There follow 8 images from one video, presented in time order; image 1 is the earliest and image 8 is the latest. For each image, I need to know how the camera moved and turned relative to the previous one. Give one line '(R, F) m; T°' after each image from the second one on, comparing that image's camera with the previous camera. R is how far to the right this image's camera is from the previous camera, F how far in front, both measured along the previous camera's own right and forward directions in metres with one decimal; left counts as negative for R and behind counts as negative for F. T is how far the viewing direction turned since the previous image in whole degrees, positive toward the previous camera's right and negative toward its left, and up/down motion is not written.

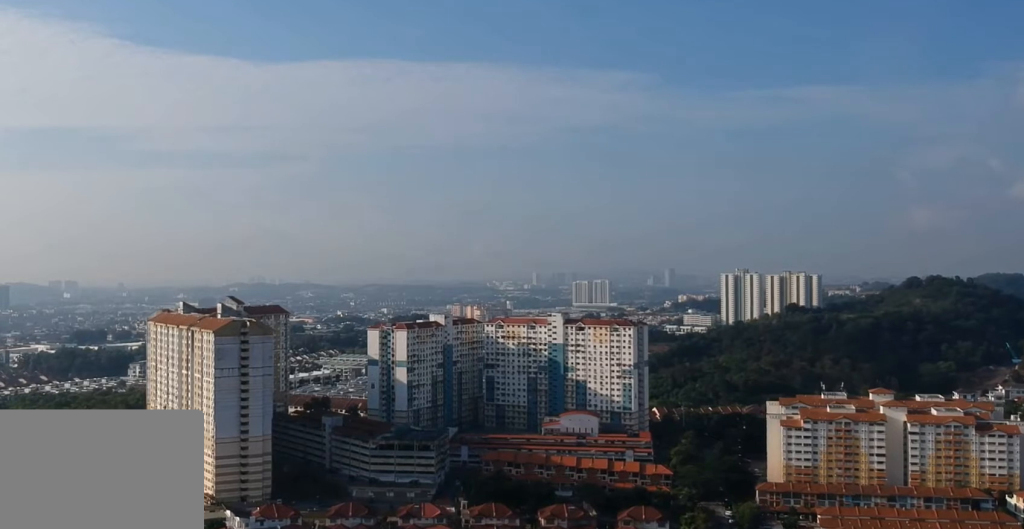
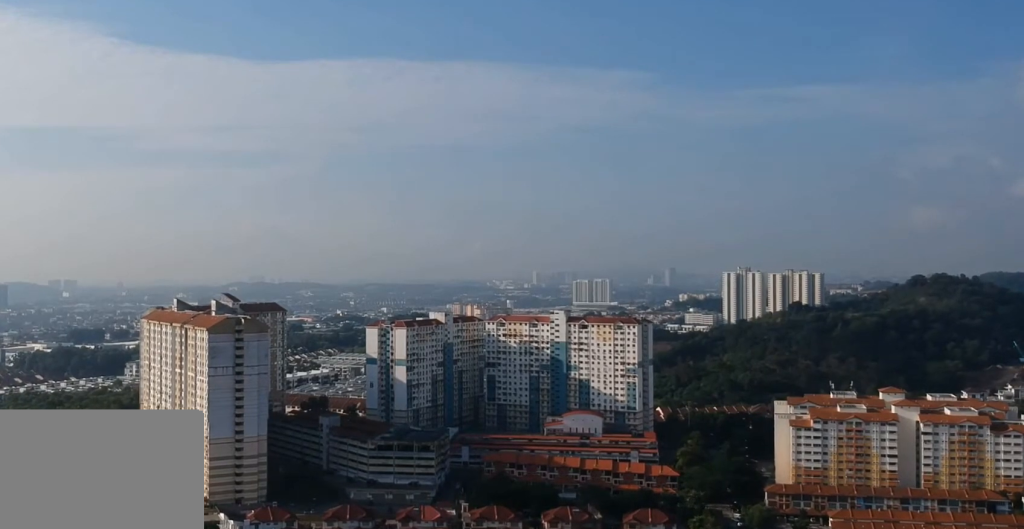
(0.0, +11.0) m; 0°
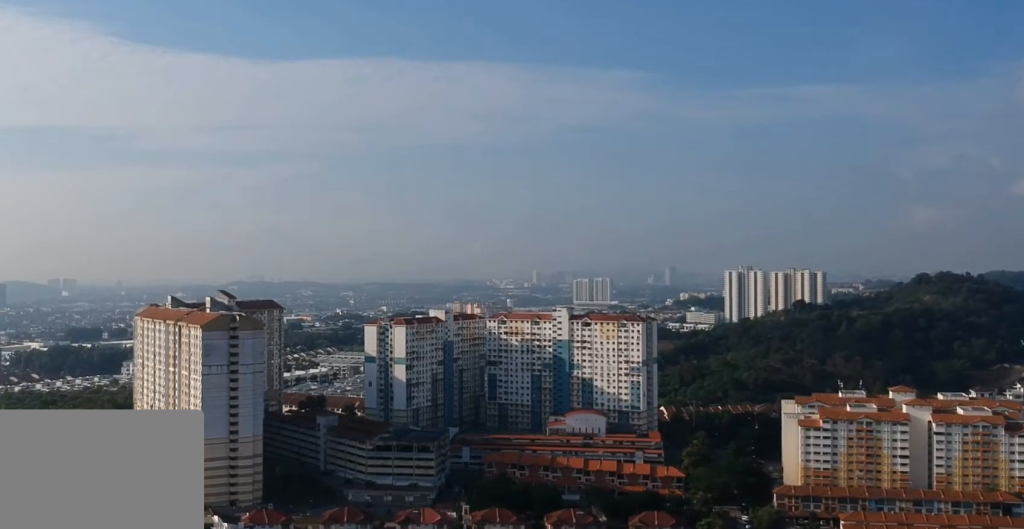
(0.0, +10.5) m; 0°
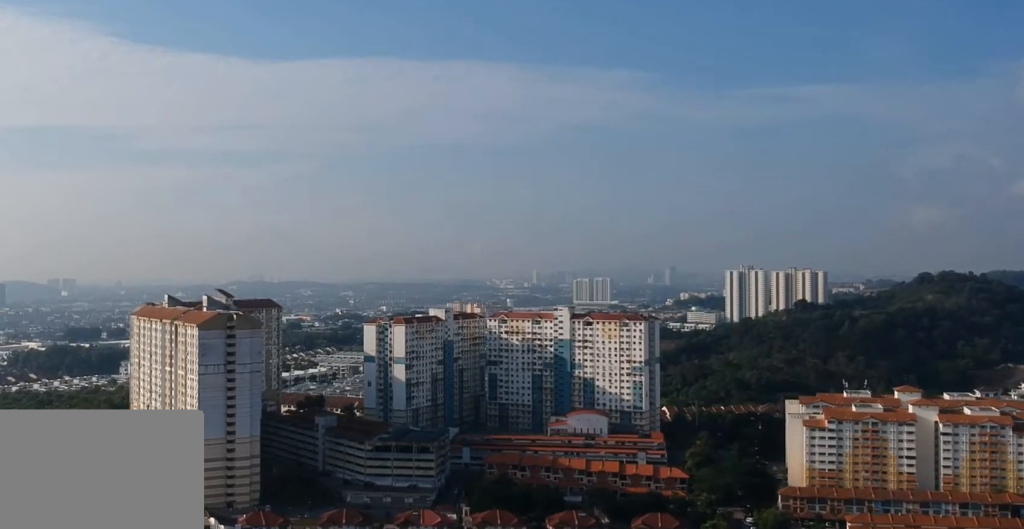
(0.0, +5.7) m; 0°
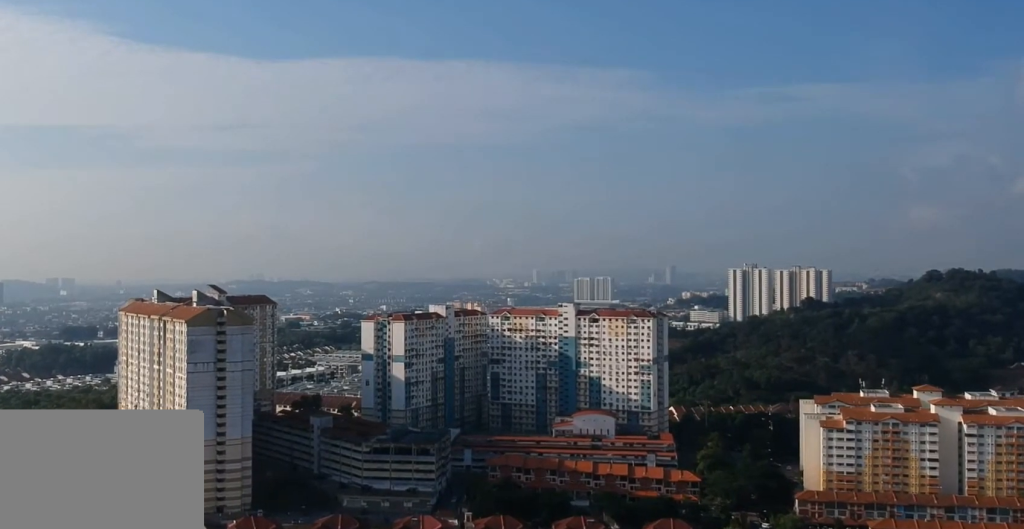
(0.0, +18.2) m; 0°
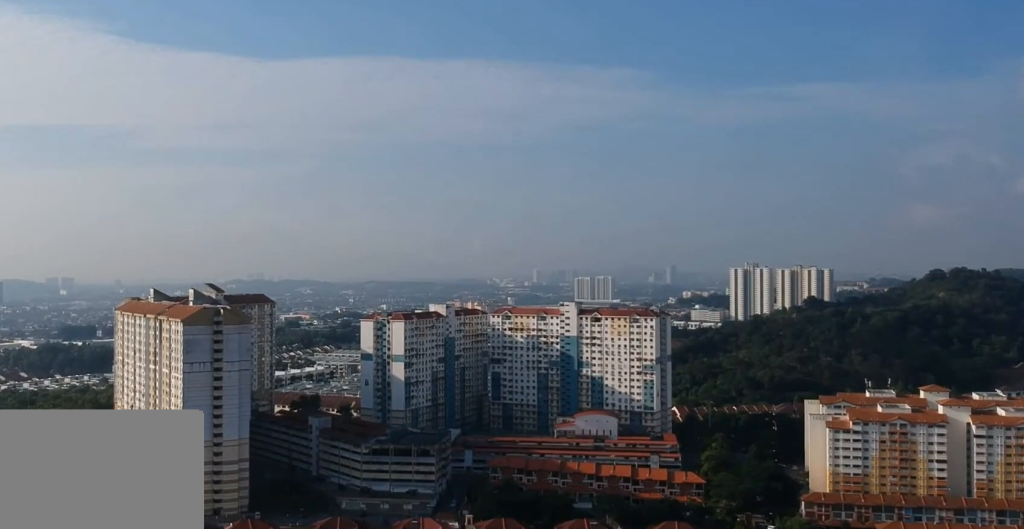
(0.0, +6.2) m; 0°
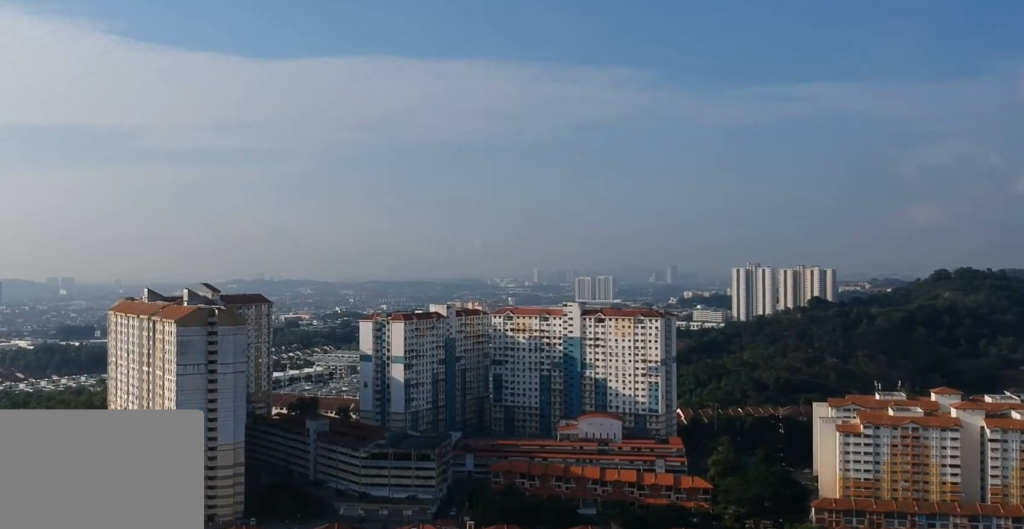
(0.0, +9.3) m; 0°
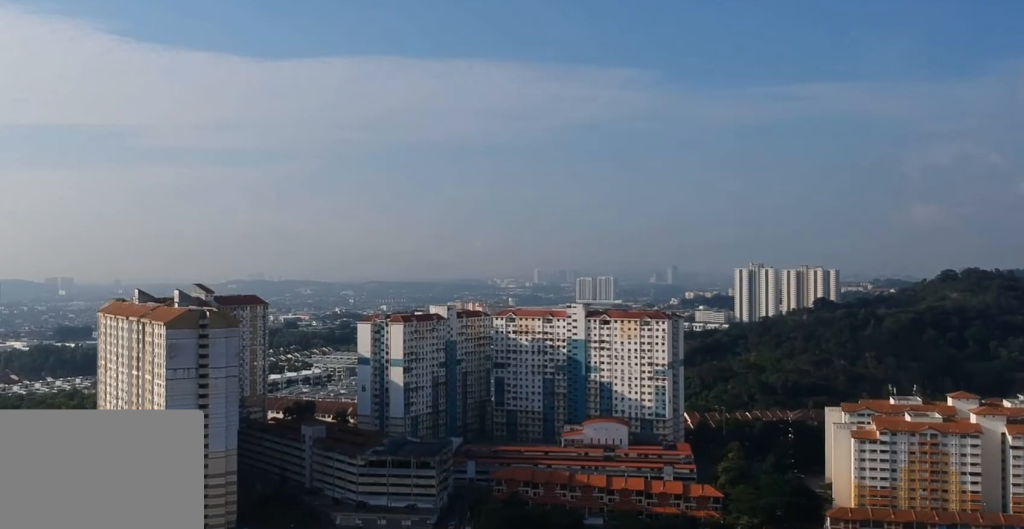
(0.0, +13.9) m; 0°
